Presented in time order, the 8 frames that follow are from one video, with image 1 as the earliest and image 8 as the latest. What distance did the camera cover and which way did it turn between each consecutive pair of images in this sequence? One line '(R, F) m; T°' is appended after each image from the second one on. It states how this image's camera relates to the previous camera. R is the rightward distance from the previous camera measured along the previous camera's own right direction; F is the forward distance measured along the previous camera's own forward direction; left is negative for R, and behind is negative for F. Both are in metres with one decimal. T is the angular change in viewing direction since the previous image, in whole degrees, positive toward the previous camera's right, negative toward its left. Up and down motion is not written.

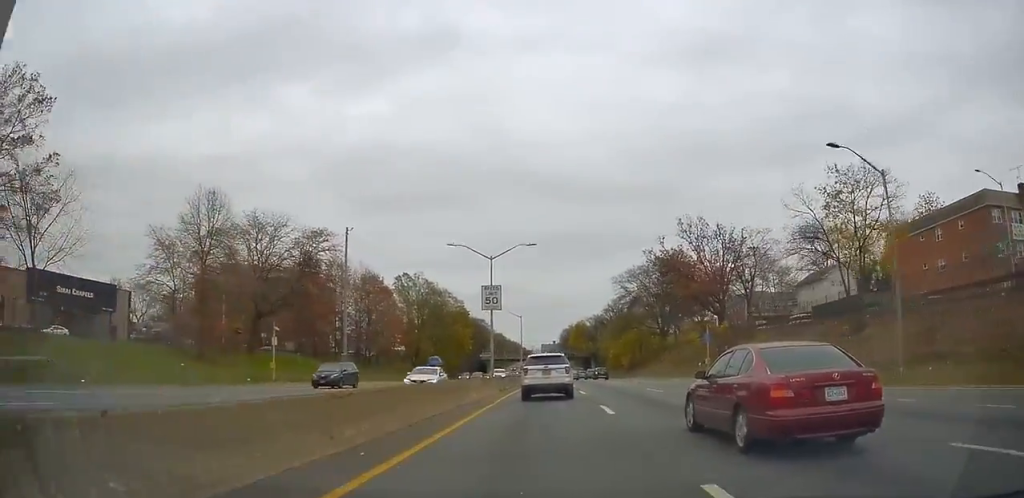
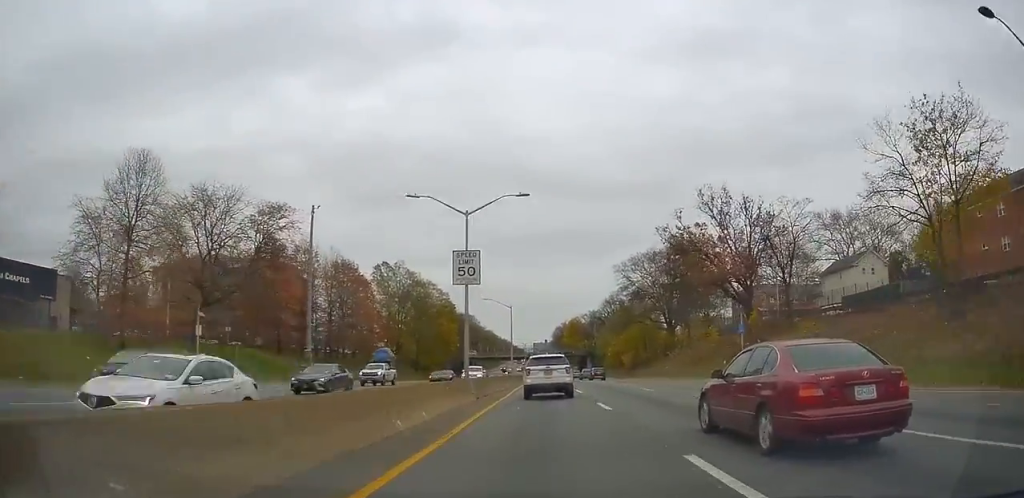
(0.0, +10.6) m; 0°
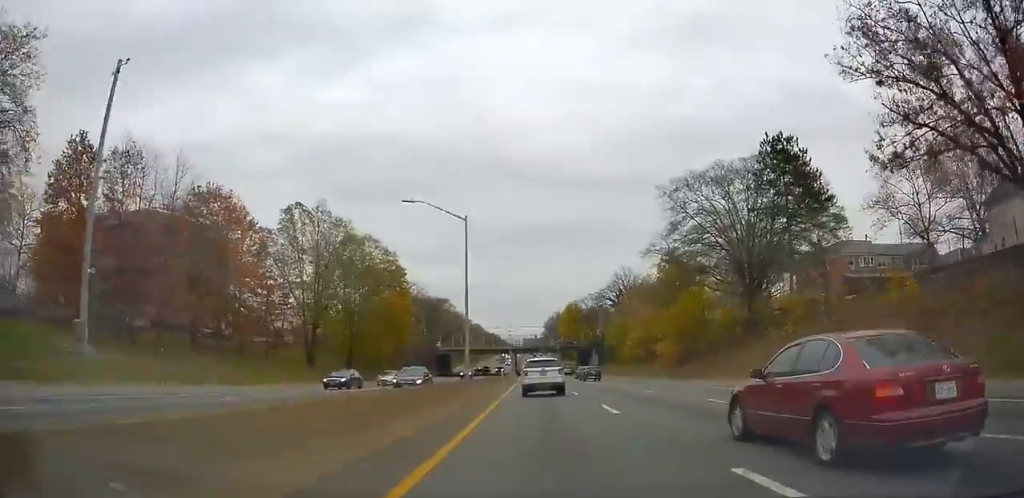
(0.0, +36.7) m; 0°
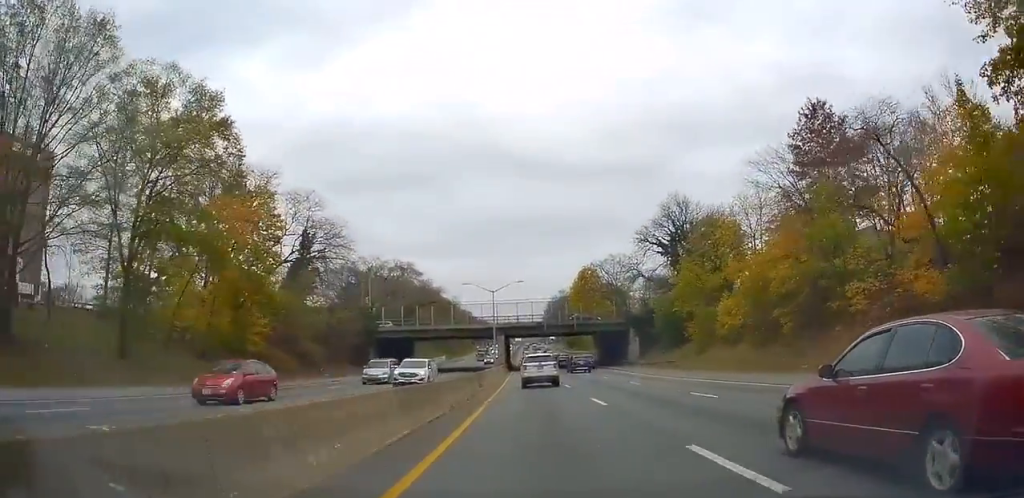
(+0.5, +45.5) m; +2°
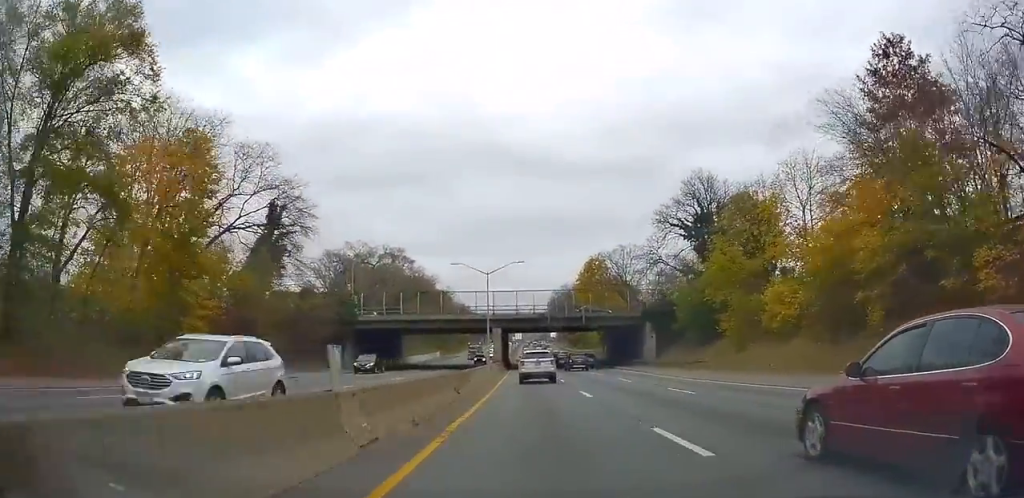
(+0.3, +9.8) m; 0°
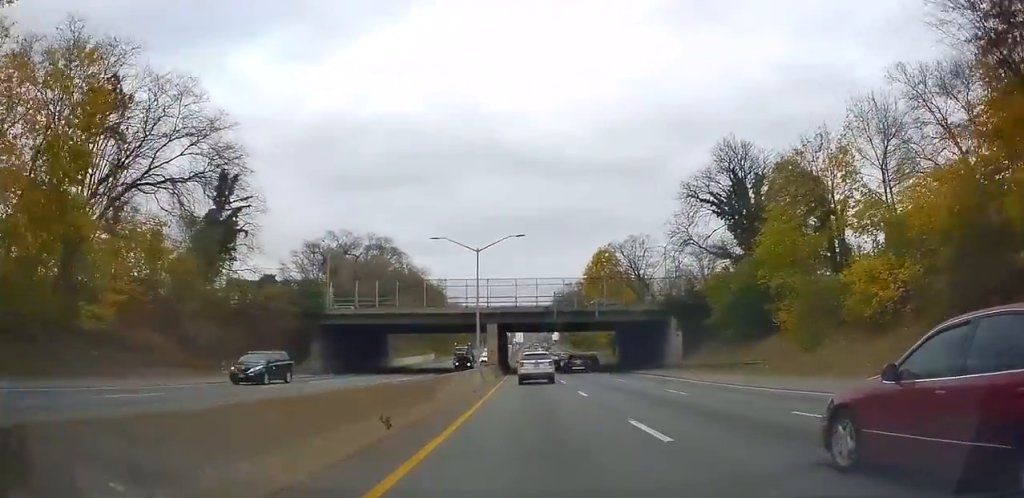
(-0.2, +10.9) m; 0°
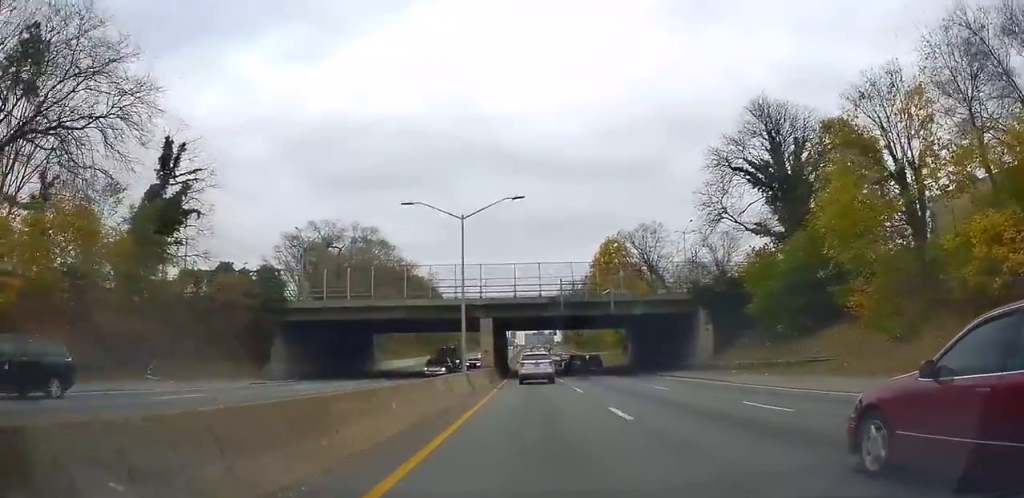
(-0.2, +8.8) m; 0°
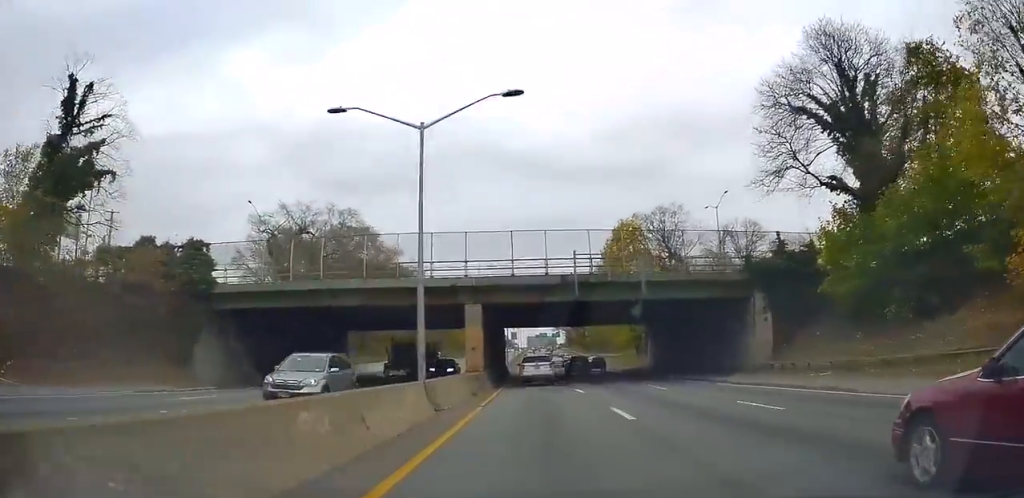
(+0.1, +11.3) m; +1°
